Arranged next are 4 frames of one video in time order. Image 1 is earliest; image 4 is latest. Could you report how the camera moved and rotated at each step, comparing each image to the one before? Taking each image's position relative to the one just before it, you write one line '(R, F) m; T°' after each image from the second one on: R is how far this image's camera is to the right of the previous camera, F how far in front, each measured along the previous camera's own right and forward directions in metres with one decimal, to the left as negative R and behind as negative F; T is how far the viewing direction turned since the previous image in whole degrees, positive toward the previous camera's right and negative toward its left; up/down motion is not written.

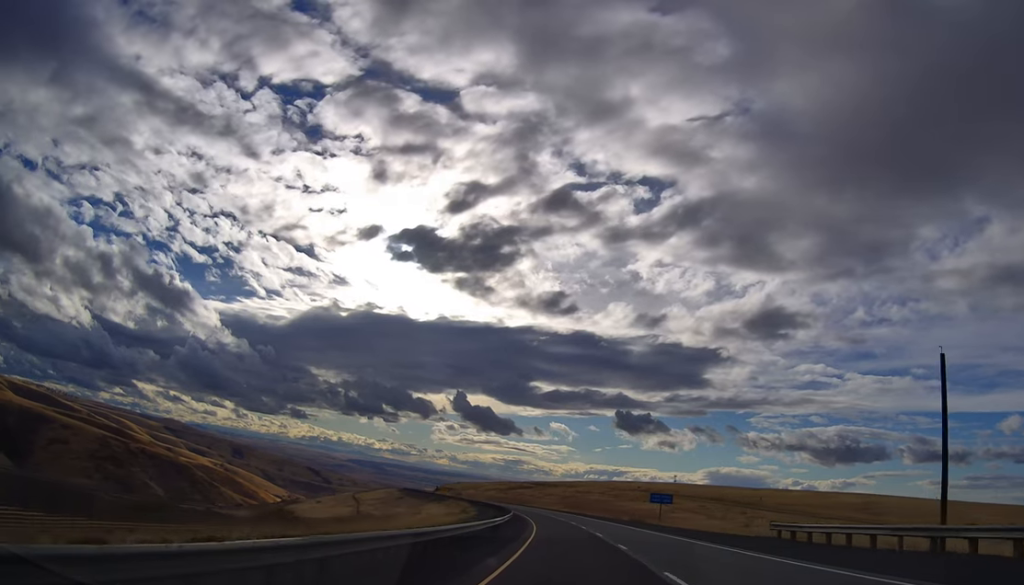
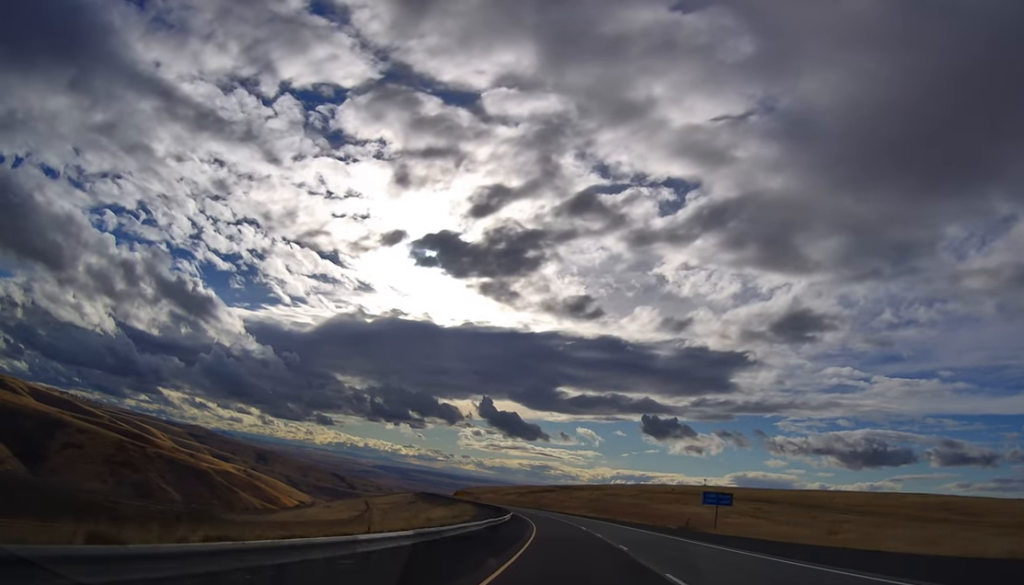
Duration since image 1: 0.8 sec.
(-0.1, +24.6) m; -3°
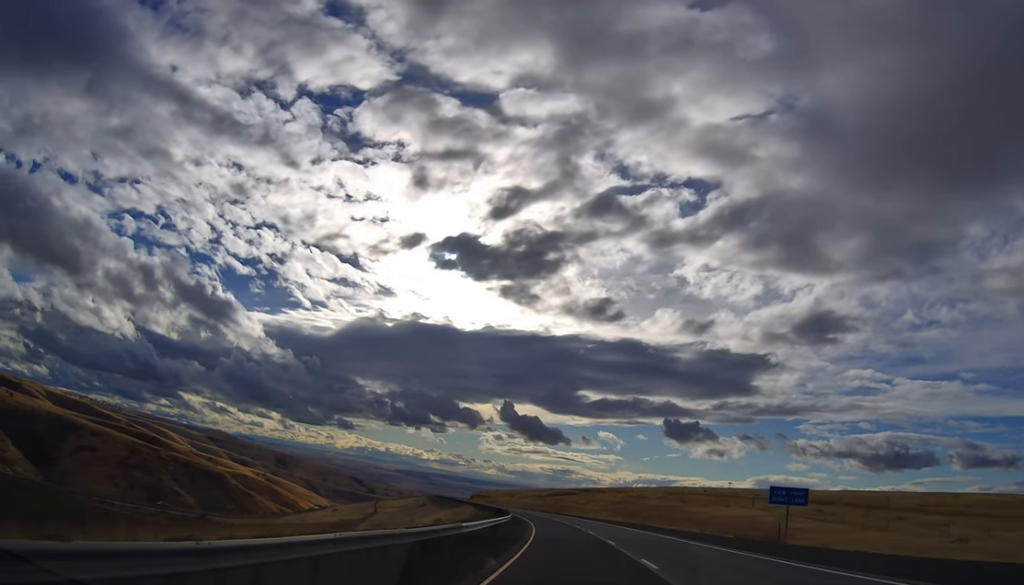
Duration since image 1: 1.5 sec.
(-0.8, +19.8) m; -3°
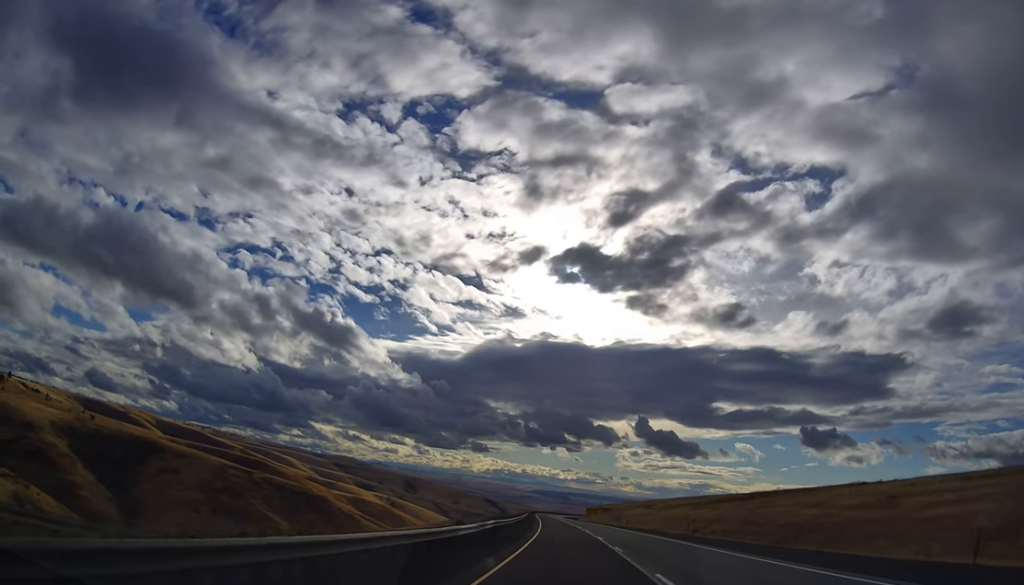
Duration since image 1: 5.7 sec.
(-13.2, +125.4) m; -12°
